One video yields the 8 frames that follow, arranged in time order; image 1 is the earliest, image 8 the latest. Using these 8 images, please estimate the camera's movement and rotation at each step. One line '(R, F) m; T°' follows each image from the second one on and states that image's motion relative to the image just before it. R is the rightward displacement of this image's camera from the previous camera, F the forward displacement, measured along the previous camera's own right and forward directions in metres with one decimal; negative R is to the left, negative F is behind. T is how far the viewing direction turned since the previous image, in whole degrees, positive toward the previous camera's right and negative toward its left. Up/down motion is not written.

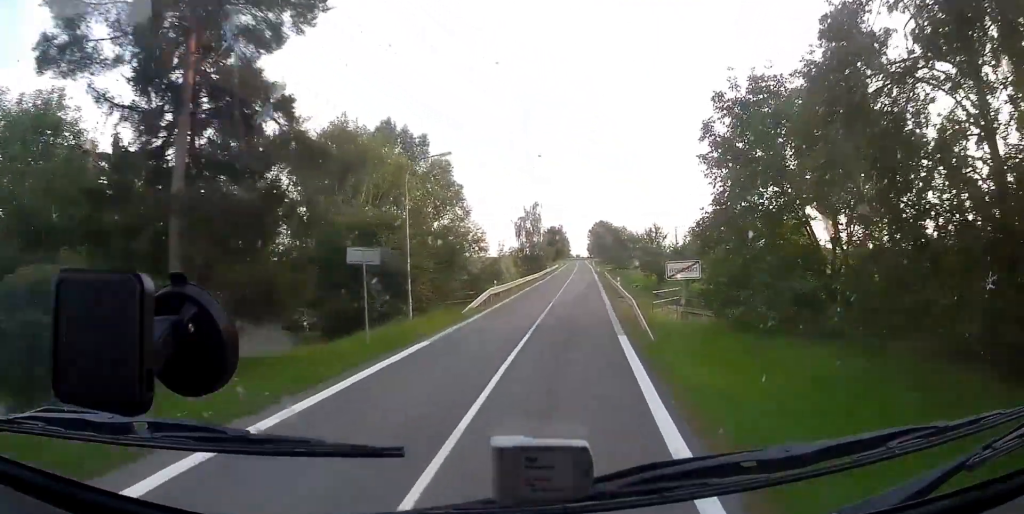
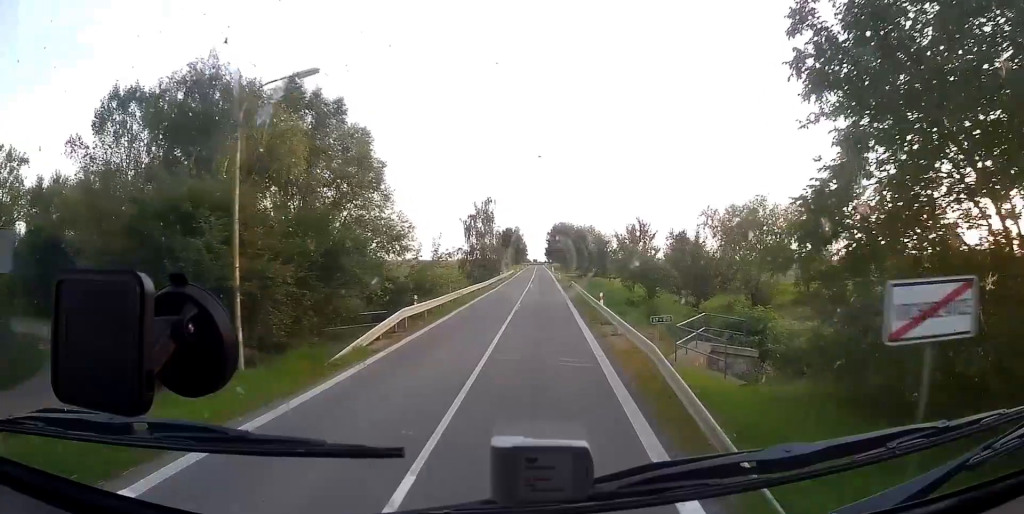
(0.0, +13.0) m; 0°
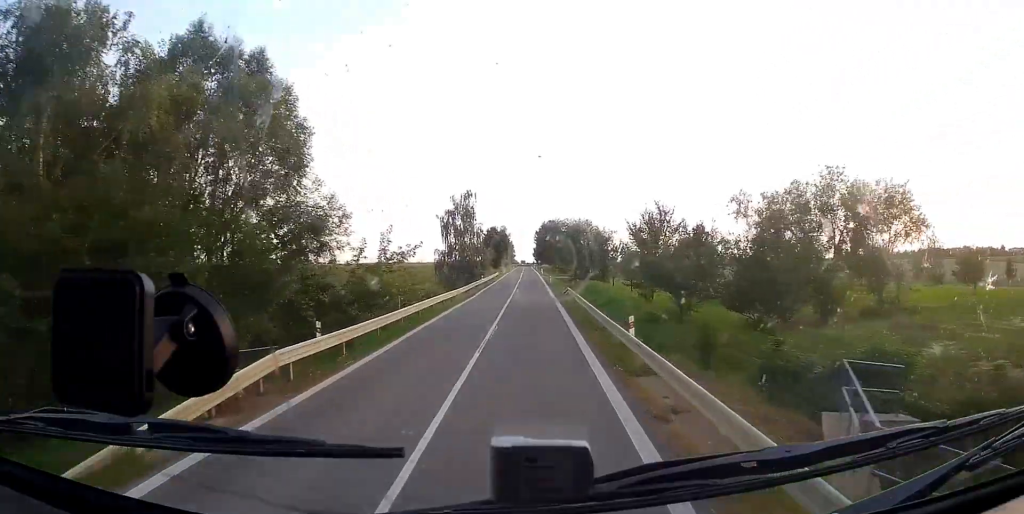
(0.0, +10.8) m; +1°
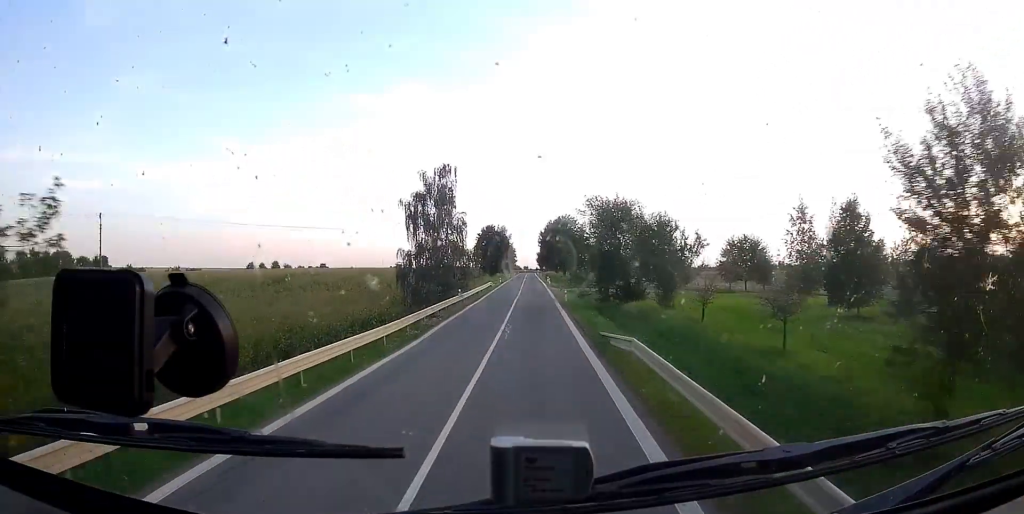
(+0.5, +24.4) m; +2°
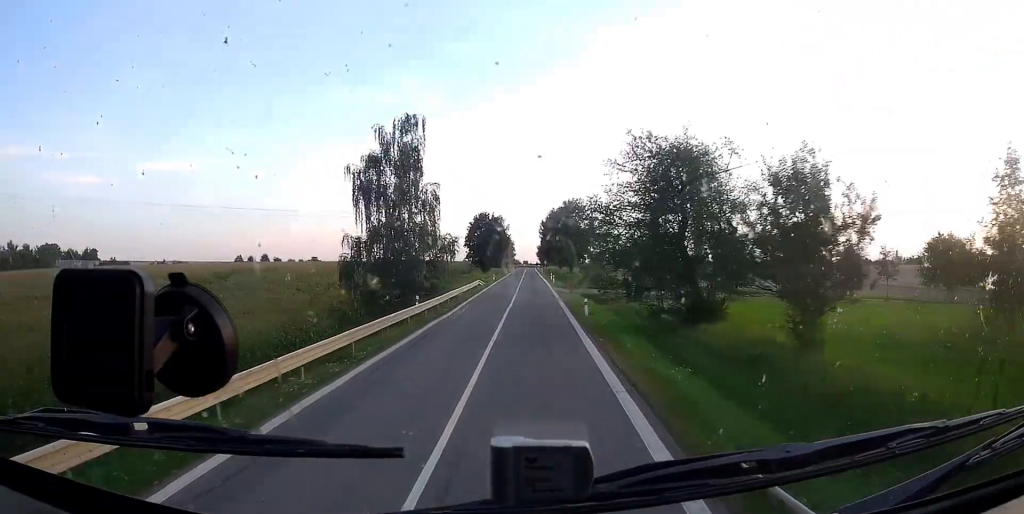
(0.0, +16.5) m; +2°
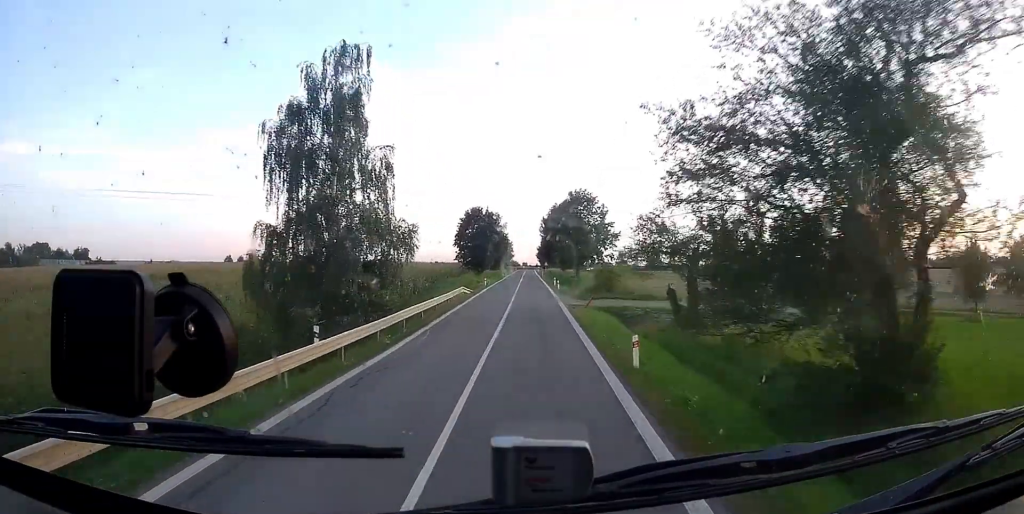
(+0.3, +13.4) m; 0°
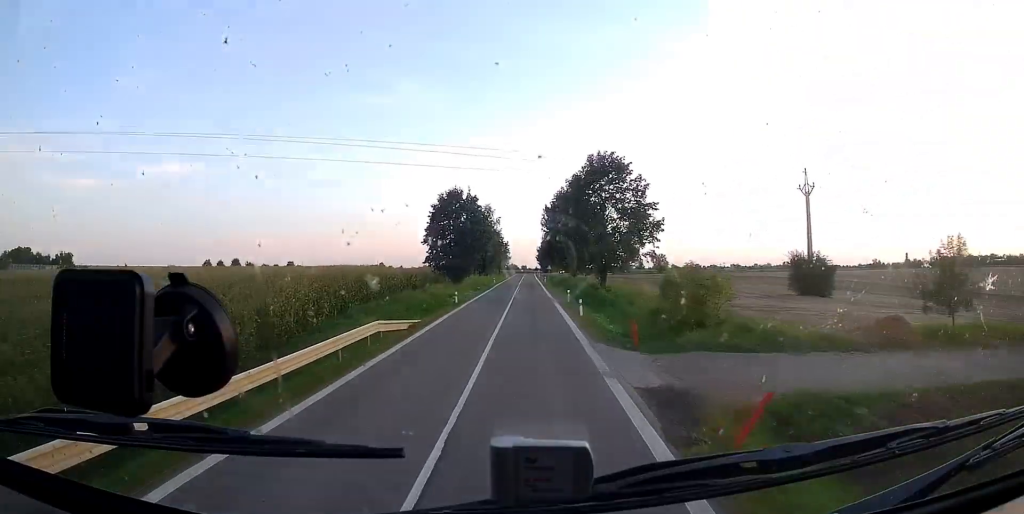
(-0.6, +25.3) m; 0°
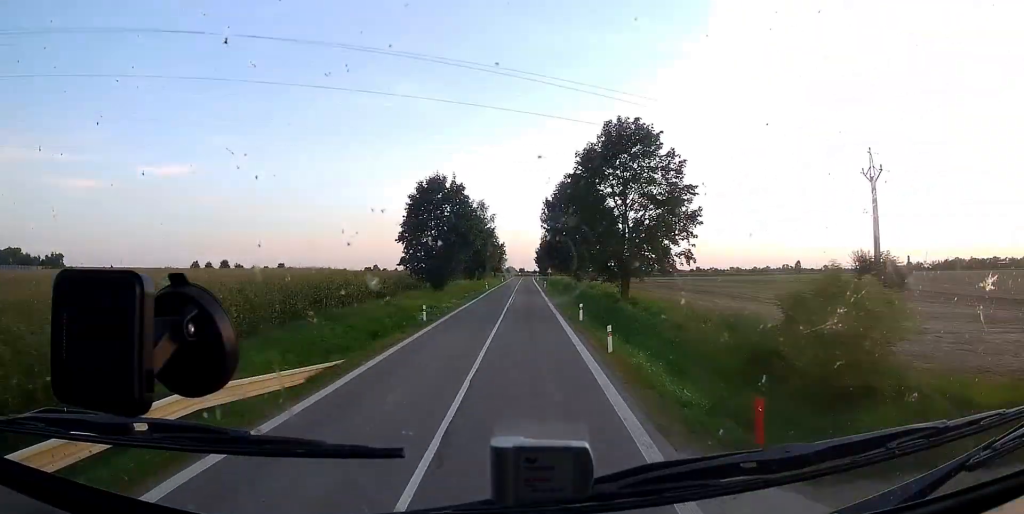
(+0.6, +11.8) m; +1°
